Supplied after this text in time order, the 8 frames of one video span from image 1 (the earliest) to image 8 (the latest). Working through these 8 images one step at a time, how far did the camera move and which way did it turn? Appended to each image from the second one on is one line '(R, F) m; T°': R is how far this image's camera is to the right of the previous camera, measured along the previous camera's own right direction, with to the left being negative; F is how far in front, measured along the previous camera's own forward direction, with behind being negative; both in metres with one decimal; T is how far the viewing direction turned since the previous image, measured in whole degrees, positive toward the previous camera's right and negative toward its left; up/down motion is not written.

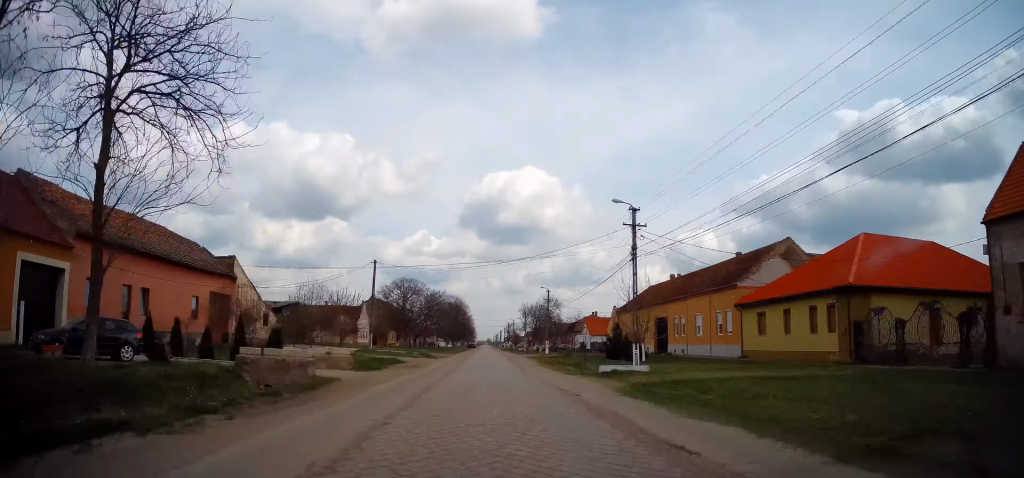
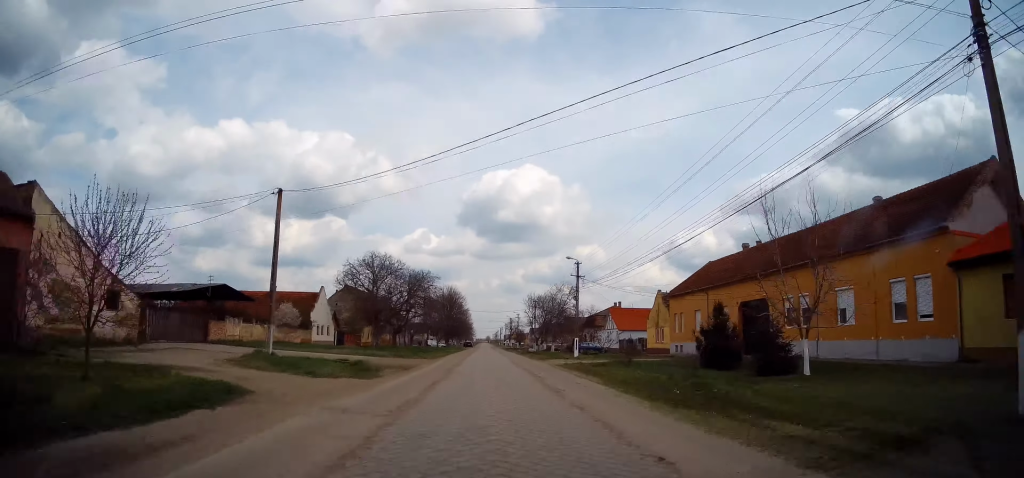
(+0.8, +22.2) m; +1°
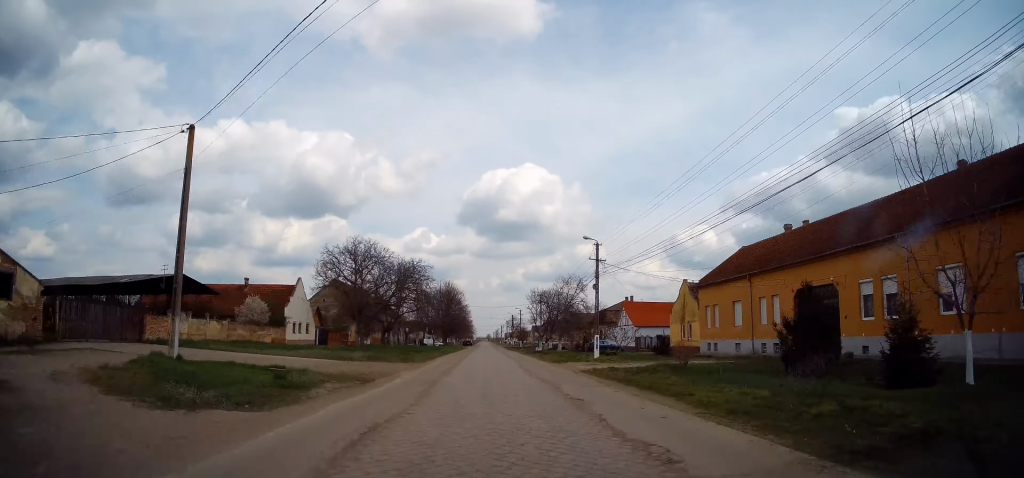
(-0.1, +8.1) m; -1°
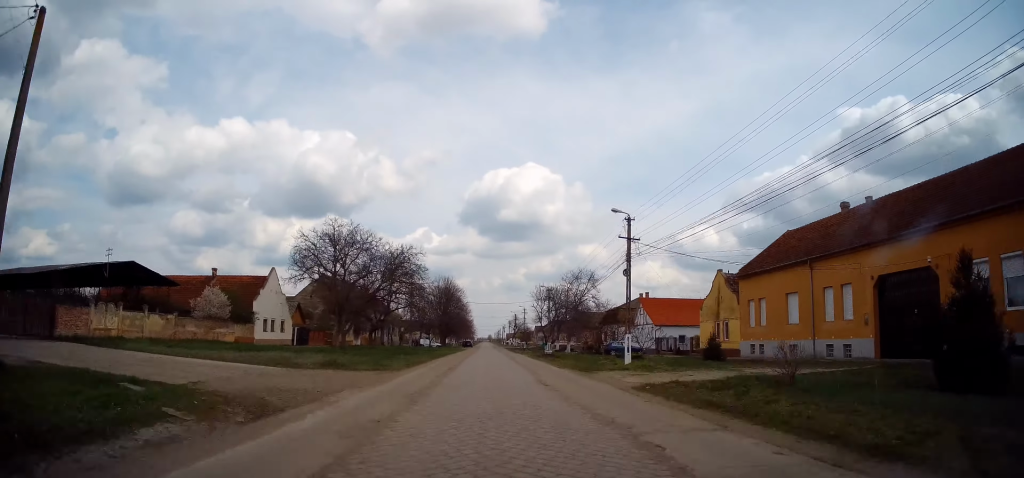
(-0.3, +7.8) m; 0°
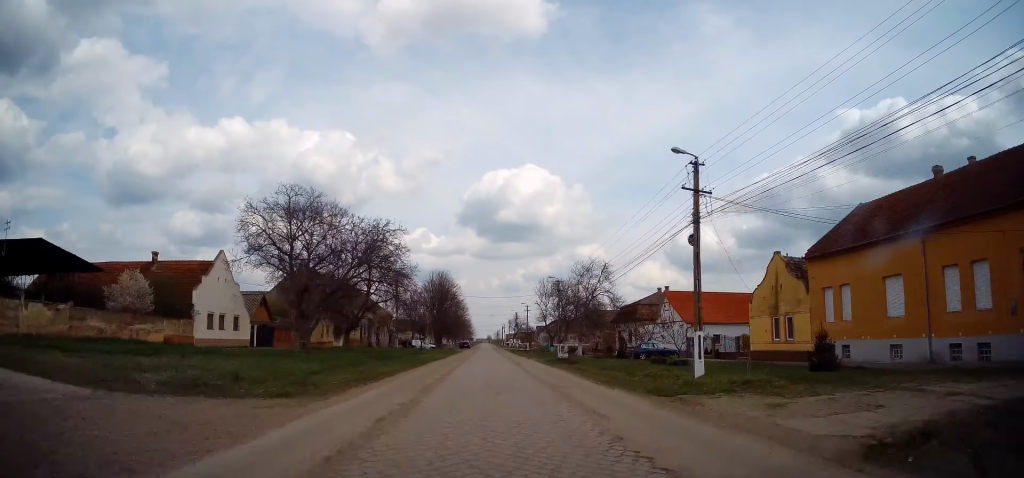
(+0.1, +10.0) m; 0°
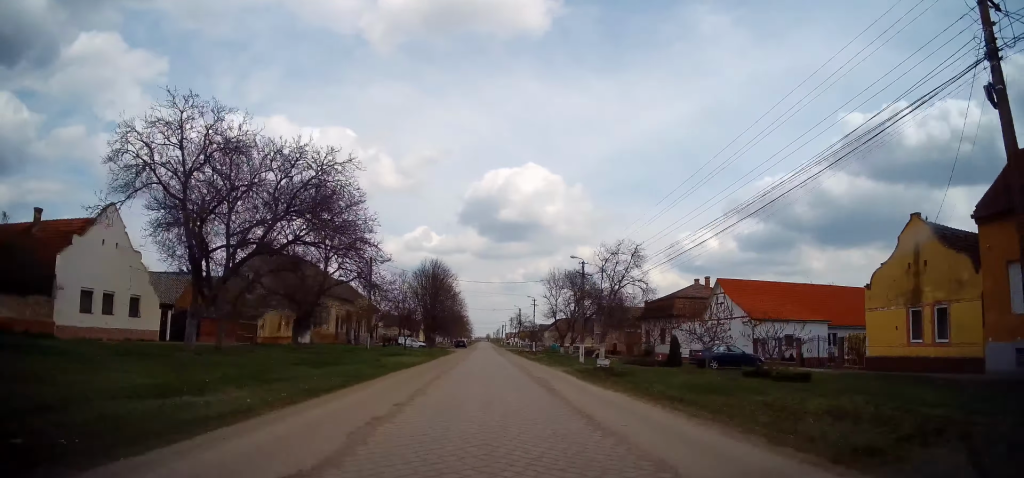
(+0.1, +13.6) m; 0°
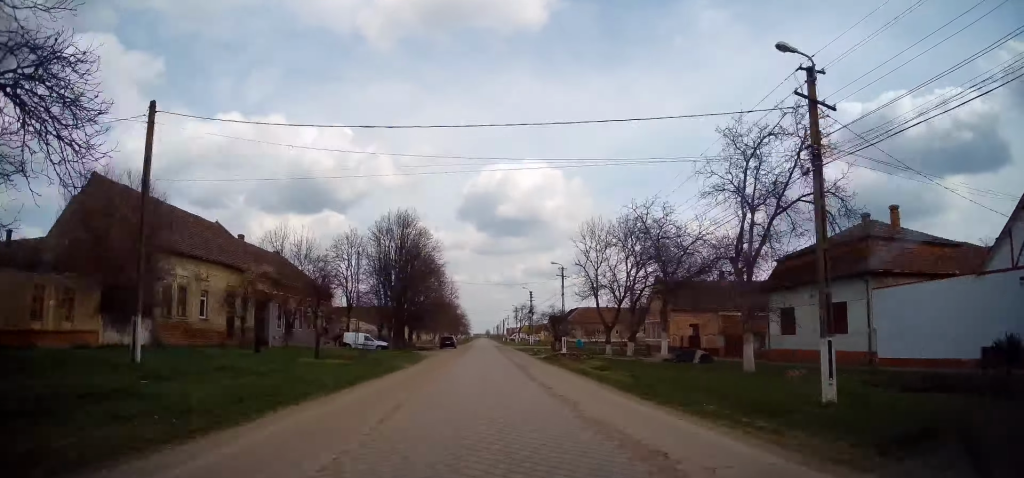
(+0.1, +31.1) m; 0°
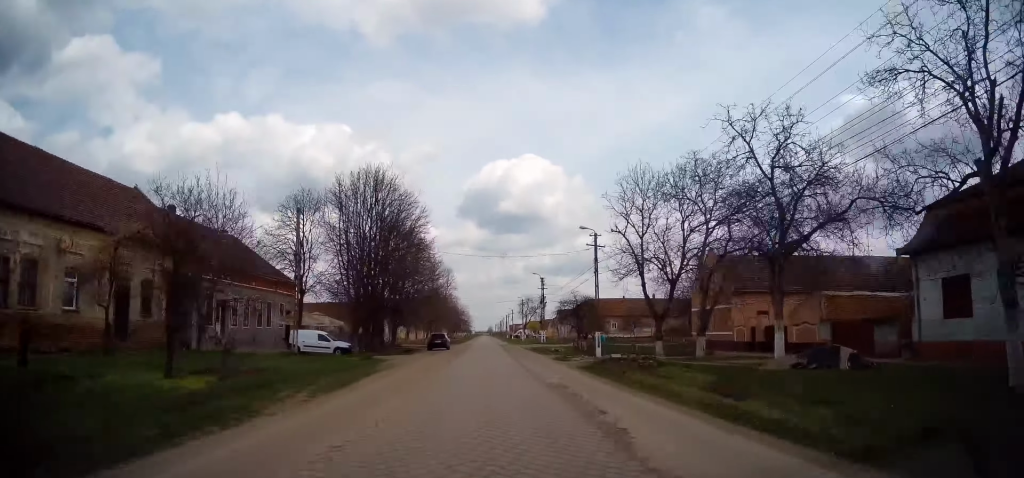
(-0.2, +14.3) m; 0°
